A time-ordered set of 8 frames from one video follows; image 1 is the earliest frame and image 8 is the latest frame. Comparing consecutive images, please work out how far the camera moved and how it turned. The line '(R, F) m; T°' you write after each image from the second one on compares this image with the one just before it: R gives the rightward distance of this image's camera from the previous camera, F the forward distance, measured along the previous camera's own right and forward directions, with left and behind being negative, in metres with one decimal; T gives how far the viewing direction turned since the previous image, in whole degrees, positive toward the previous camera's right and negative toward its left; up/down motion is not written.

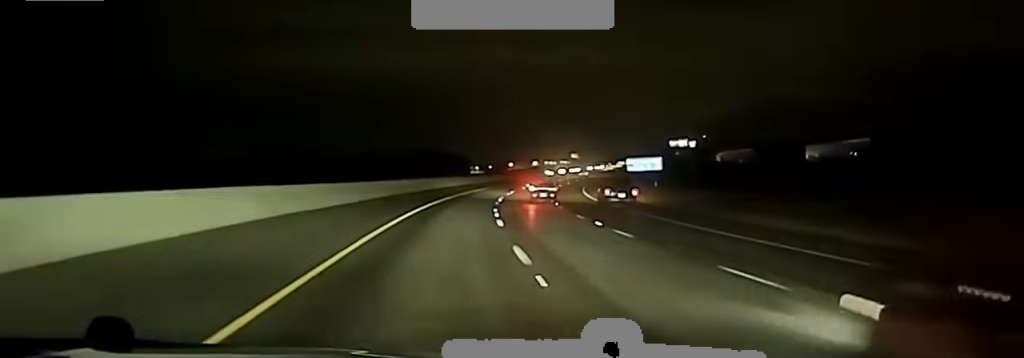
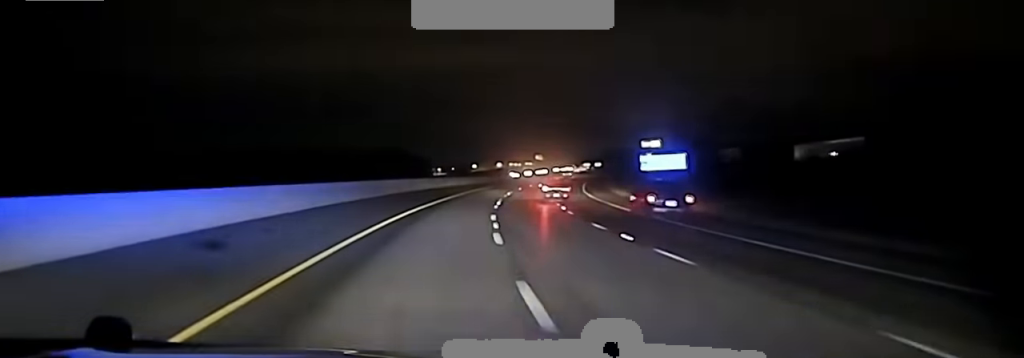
(+1.5, +35.3) m; +2°
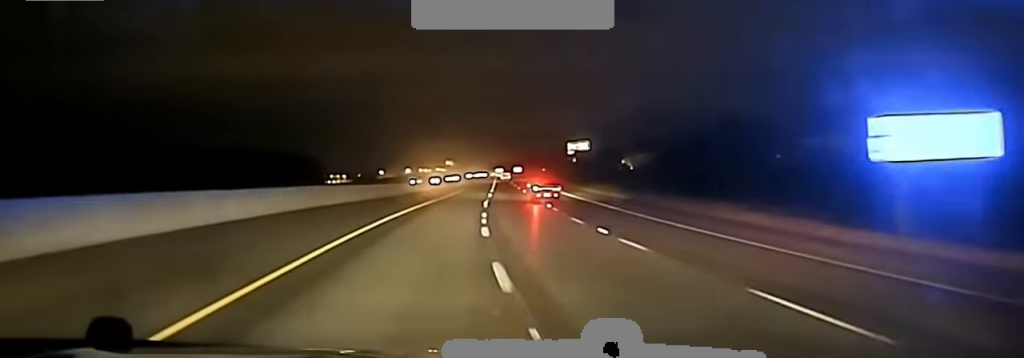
(+1.7, +66.3) m; +4°
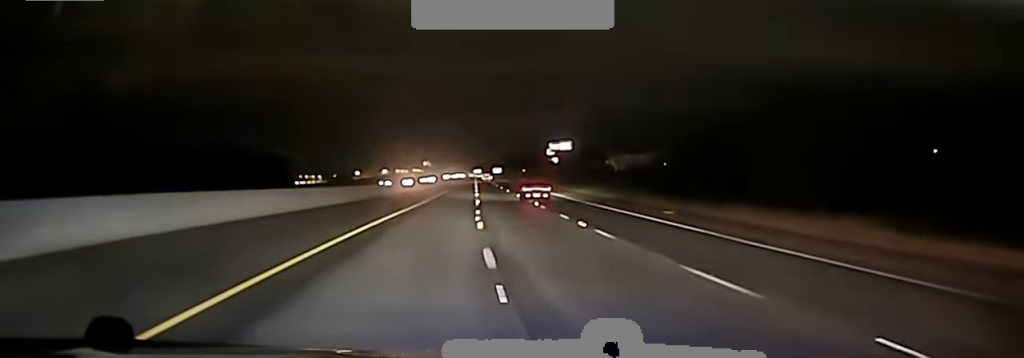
(+0.9, +21.9) m; +2°
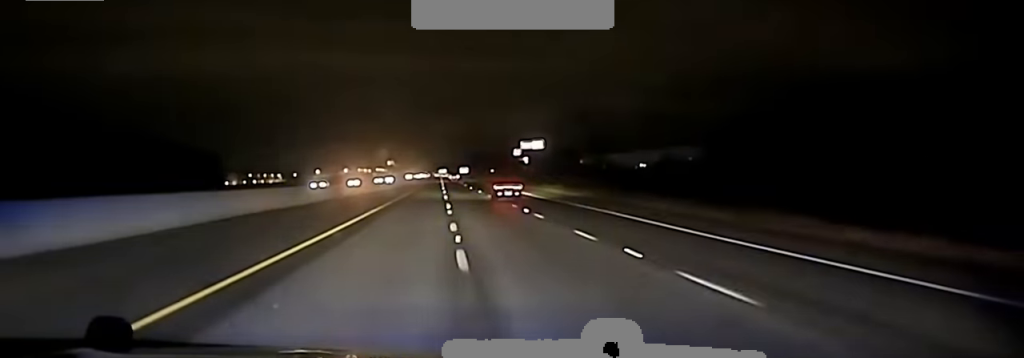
(+0.9, +34.3) m; +3°
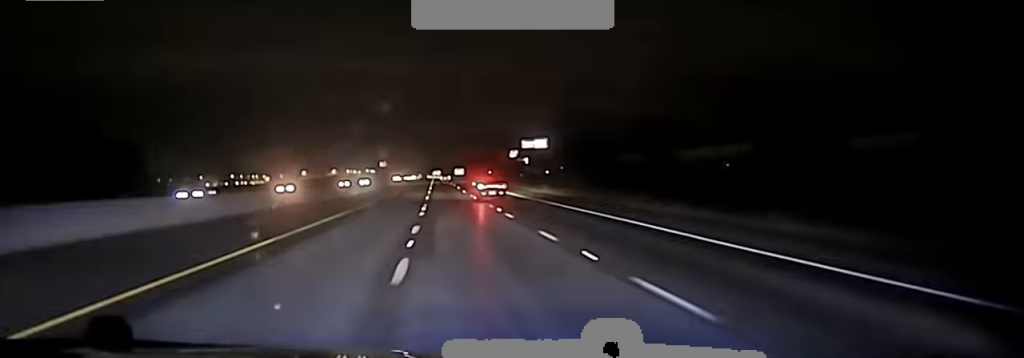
(+1.4, +46.2) m; +2°
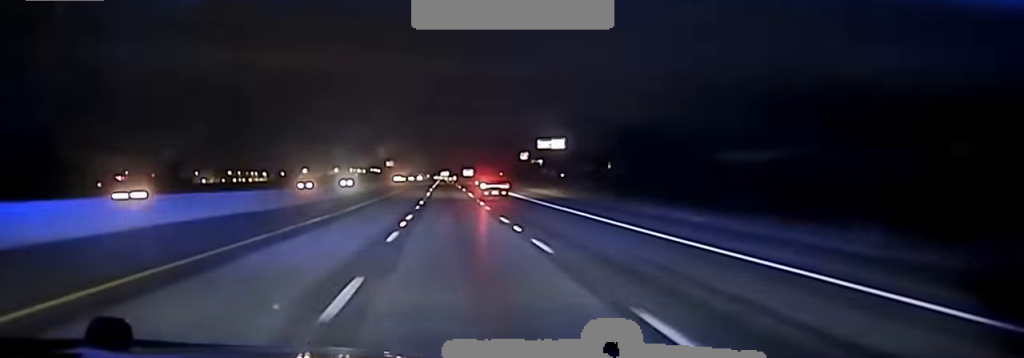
(+0.6, +41.4) m; +1°
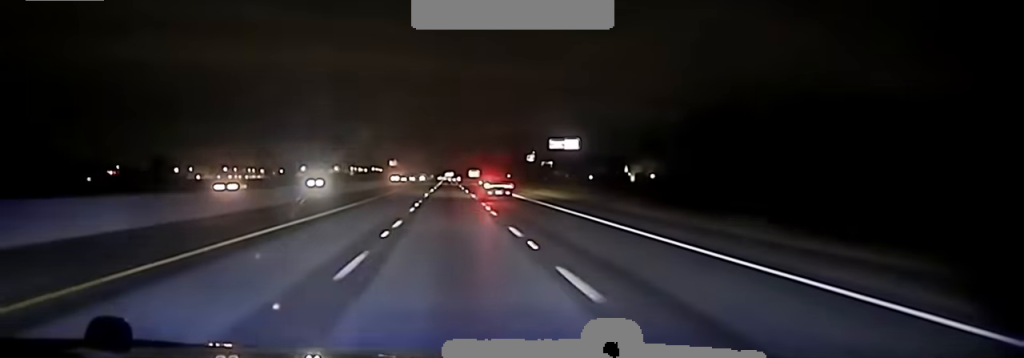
(0.0, +31.6) m; 0°
